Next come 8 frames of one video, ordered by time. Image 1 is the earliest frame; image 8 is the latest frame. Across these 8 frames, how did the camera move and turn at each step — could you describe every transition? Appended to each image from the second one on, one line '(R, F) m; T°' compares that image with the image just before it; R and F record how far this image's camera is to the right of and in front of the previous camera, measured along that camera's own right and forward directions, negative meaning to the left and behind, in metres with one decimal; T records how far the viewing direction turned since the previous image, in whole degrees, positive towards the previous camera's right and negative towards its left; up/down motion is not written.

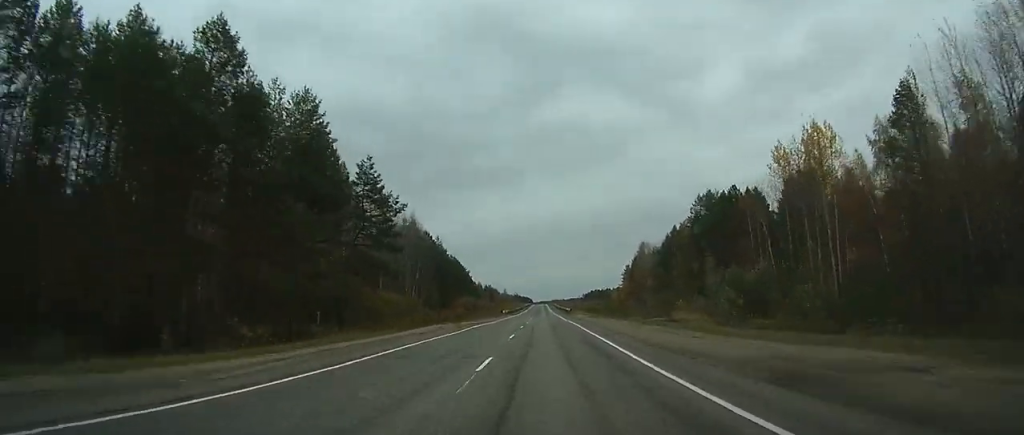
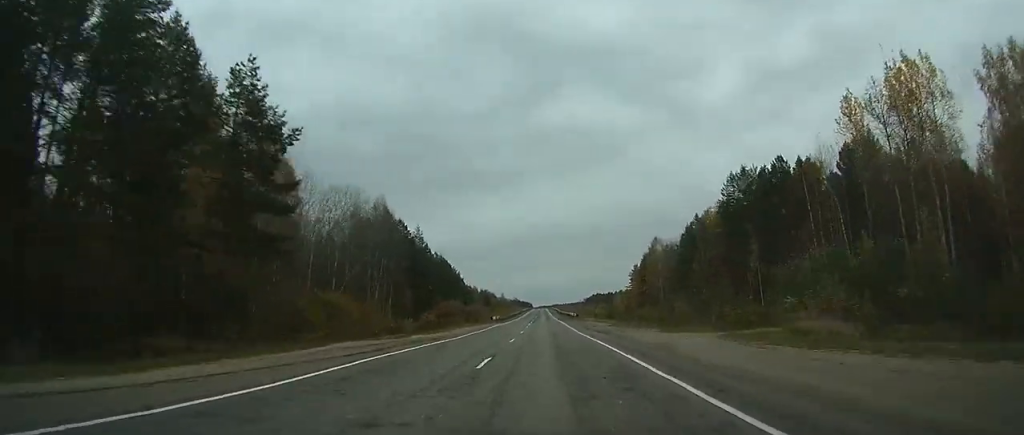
(0.0, +23.4) m; 0°
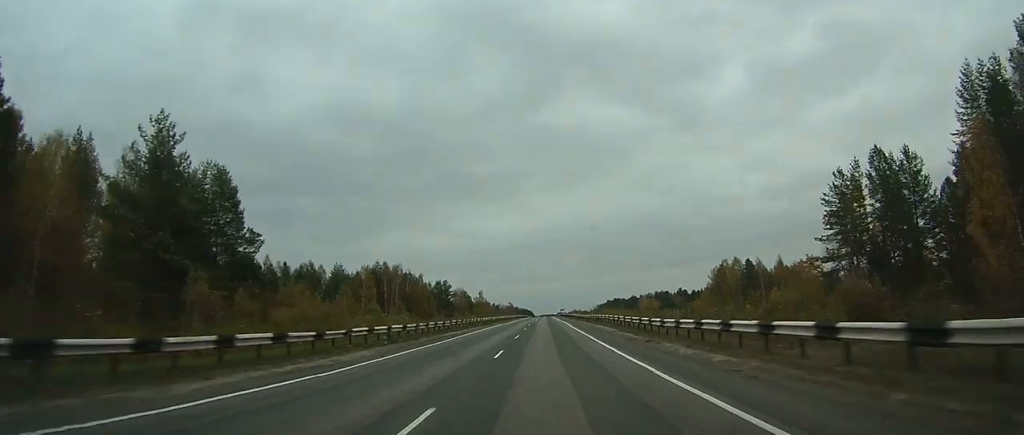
(+0.2, +155.8) m; 0°
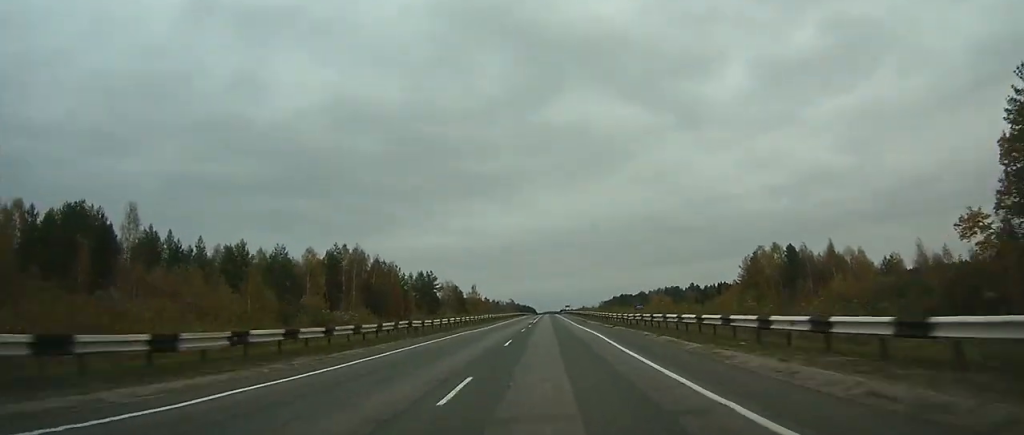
(0.0, +33.6) m; 0°
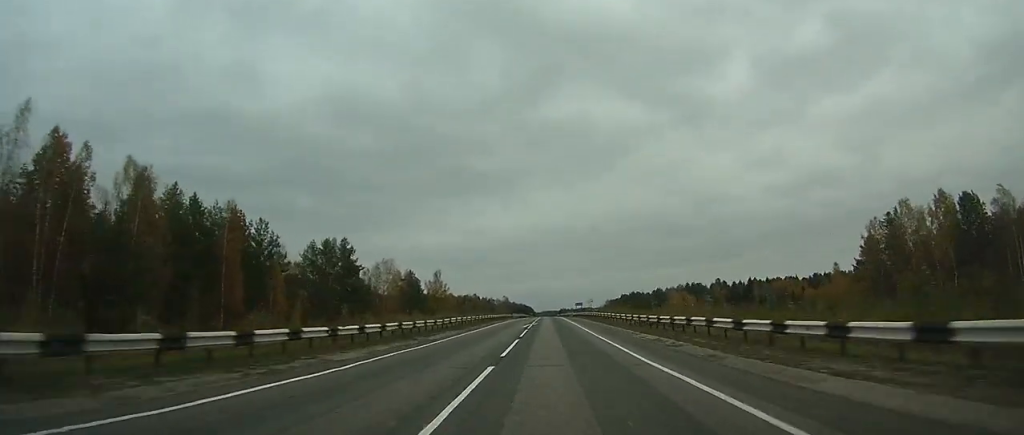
(-0.1, +78.5) m; 0°
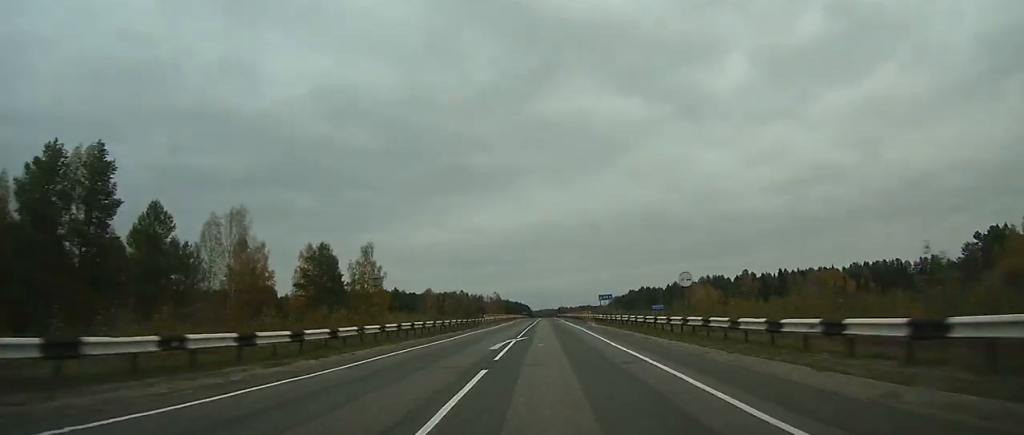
(-0.1, +60.8) m; 0°
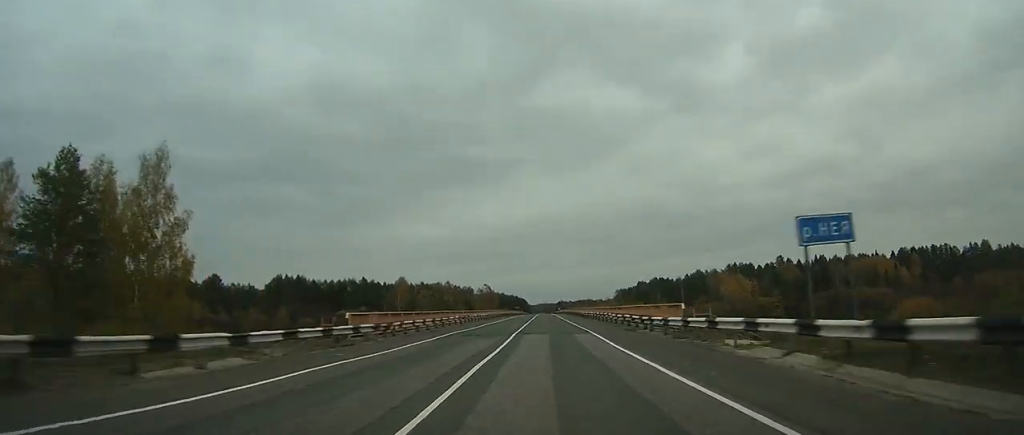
(+0.1, +52.8) m; 0°
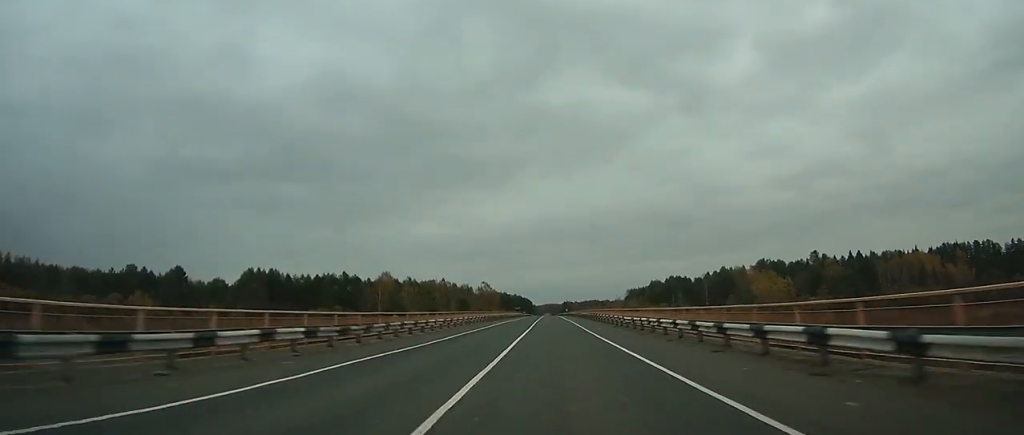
(0.0, +31.8) m; 0°
